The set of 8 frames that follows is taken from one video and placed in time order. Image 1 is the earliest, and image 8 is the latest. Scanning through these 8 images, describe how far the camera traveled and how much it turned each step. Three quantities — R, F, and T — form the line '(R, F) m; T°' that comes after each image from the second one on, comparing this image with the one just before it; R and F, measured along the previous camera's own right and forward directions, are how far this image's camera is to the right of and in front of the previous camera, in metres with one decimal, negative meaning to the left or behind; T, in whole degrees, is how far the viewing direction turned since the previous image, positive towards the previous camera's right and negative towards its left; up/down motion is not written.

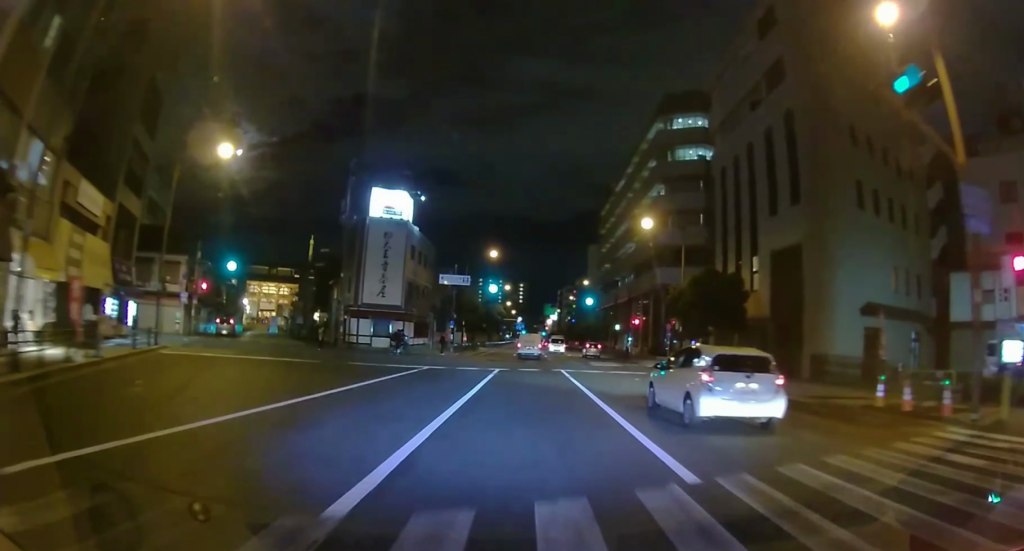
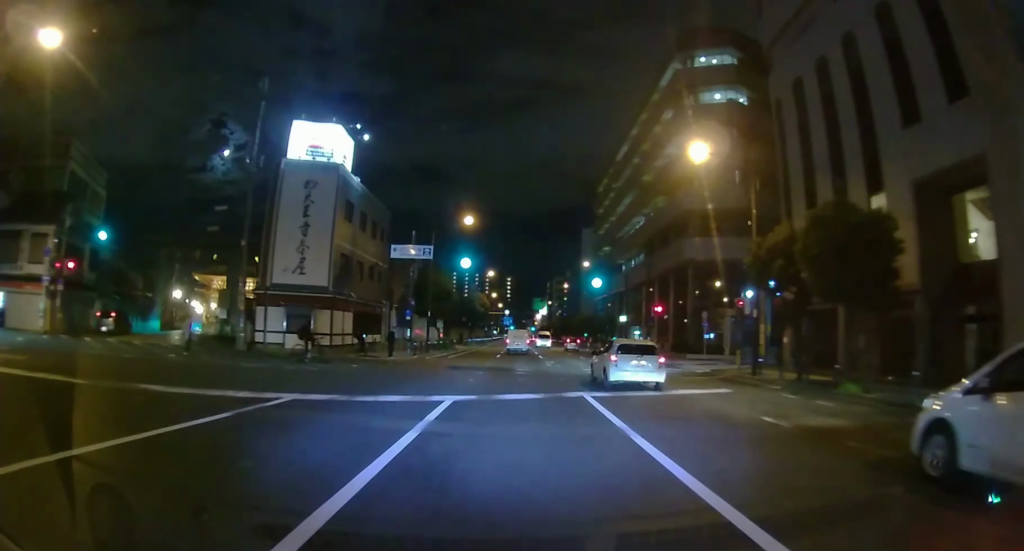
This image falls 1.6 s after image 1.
(+0.2, +13.5) m; 0°
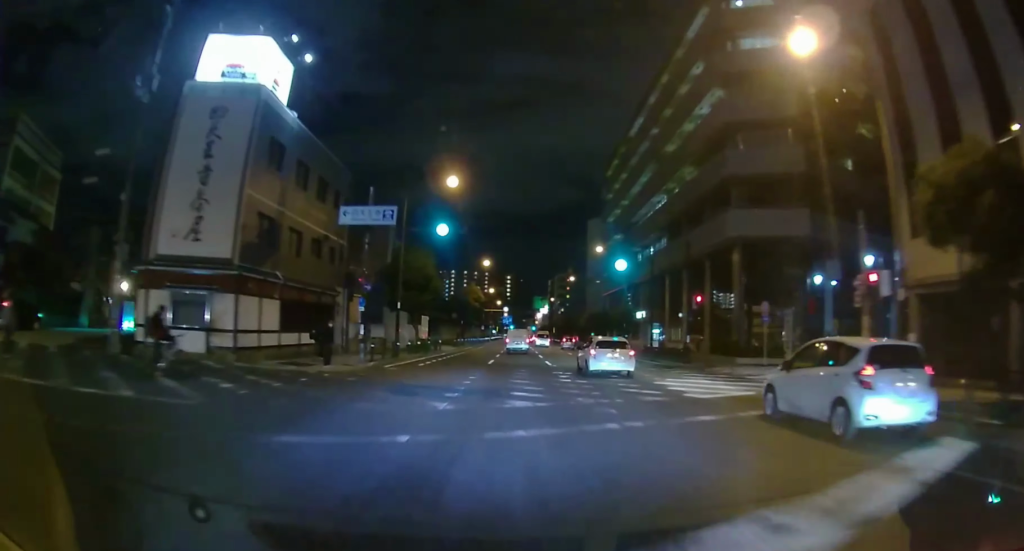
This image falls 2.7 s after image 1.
(-0.1, +10.2) m; -1°
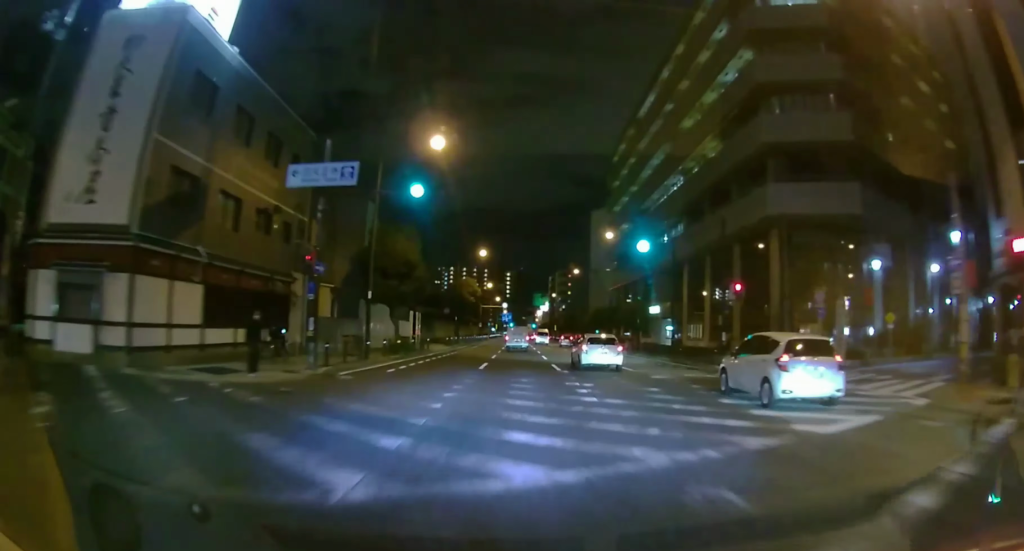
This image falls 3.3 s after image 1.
(0.0, +6.1) m; 0°
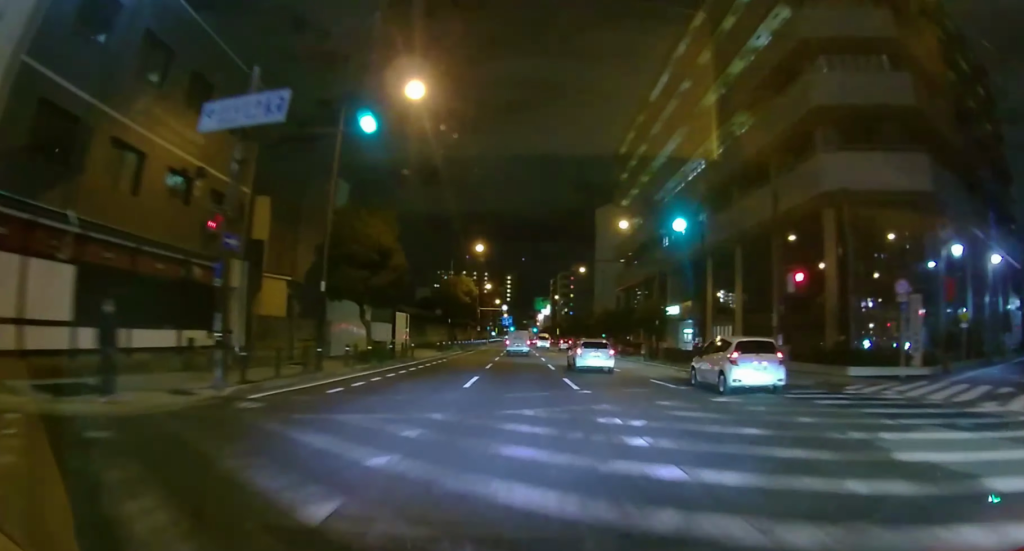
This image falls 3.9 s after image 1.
(0.0, +6.0) m; 0°
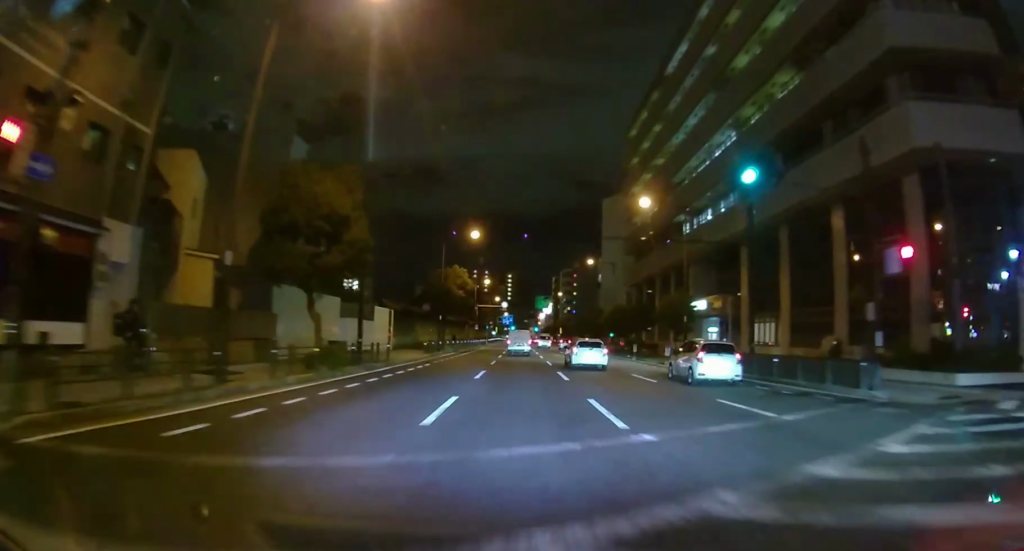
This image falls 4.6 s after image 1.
(0.0, +6.7) m; 0°
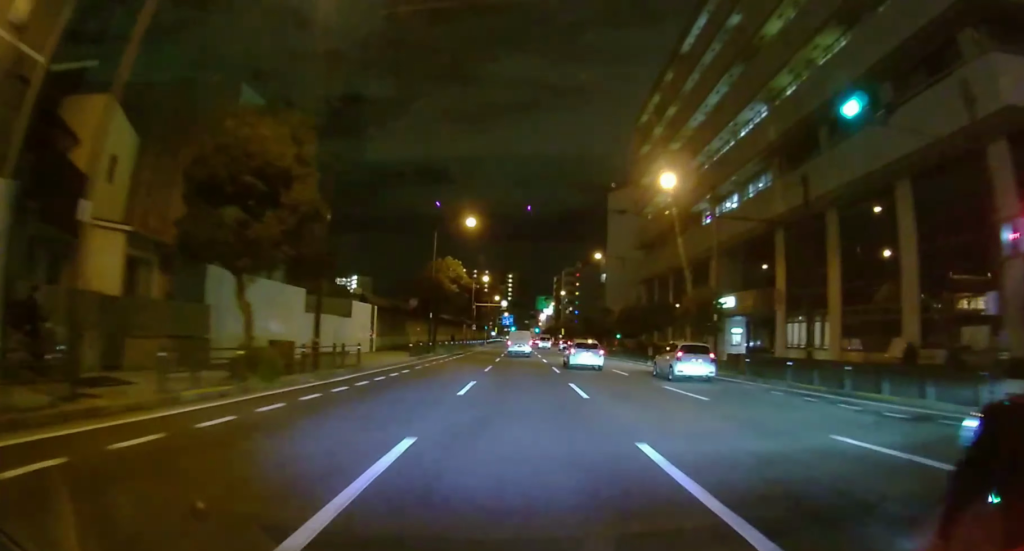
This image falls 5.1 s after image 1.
(0.0, +5.5) m; 0°
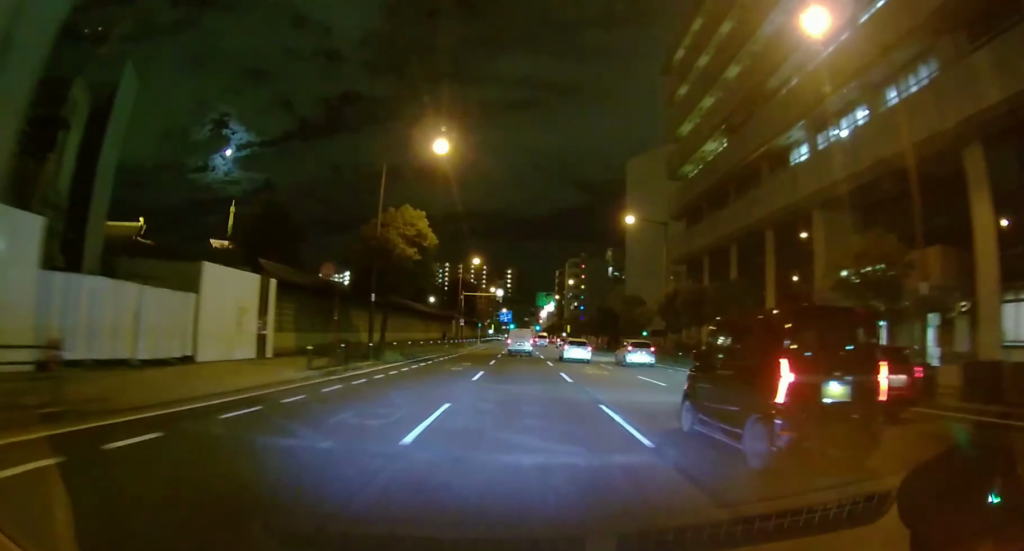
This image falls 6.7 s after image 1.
(+0.2, +16.2) m; 0°
